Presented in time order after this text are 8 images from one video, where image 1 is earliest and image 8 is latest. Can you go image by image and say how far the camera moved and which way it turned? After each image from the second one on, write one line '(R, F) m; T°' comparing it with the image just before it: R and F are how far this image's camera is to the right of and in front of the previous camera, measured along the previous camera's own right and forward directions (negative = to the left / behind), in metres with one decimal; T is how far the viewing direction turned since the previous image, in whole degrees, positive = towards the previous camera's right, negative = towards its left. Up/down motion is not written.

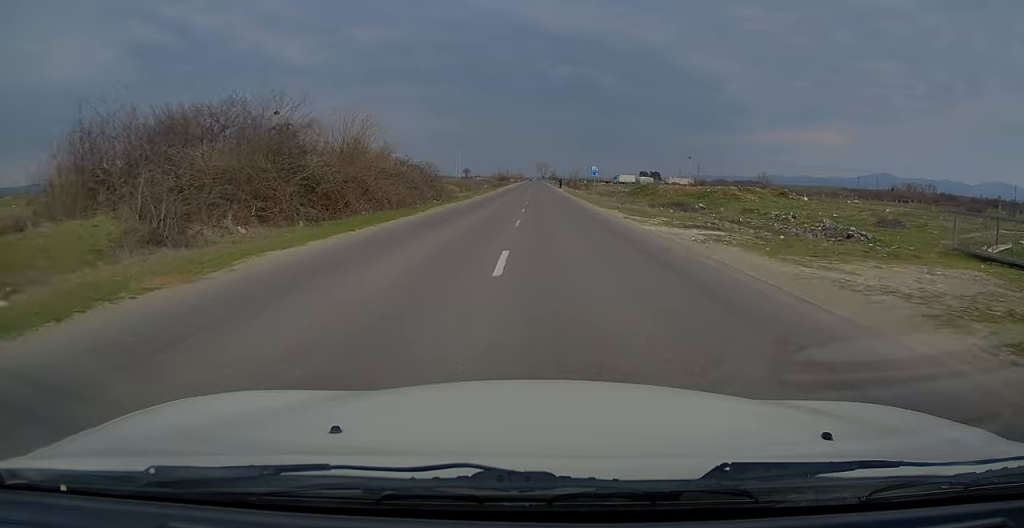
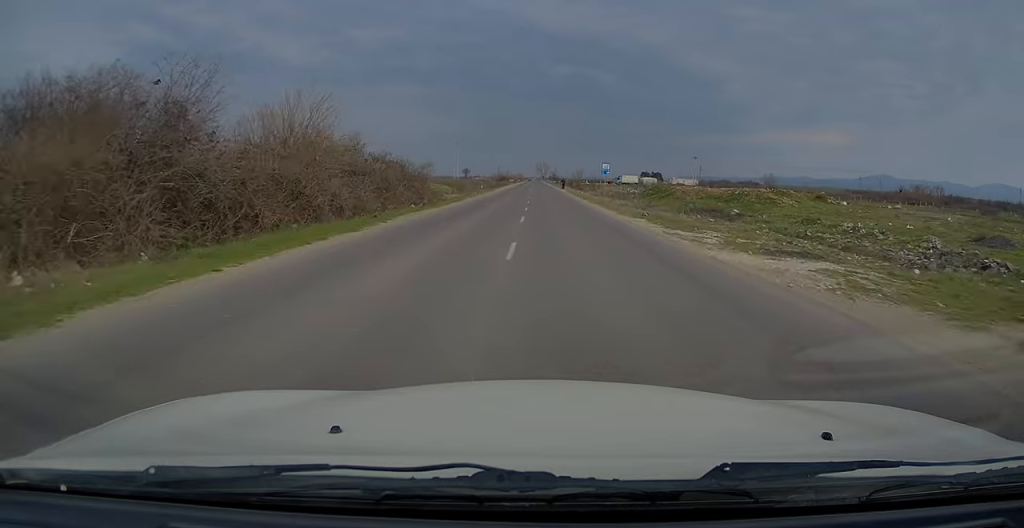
(-0.1, +7.4) m; 0°
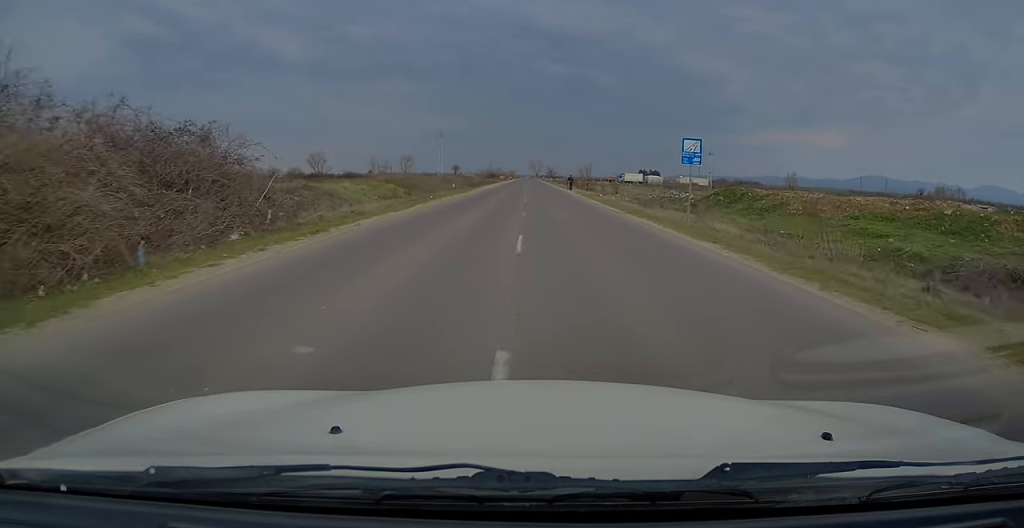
(+0.1, +26.1) m; 0°
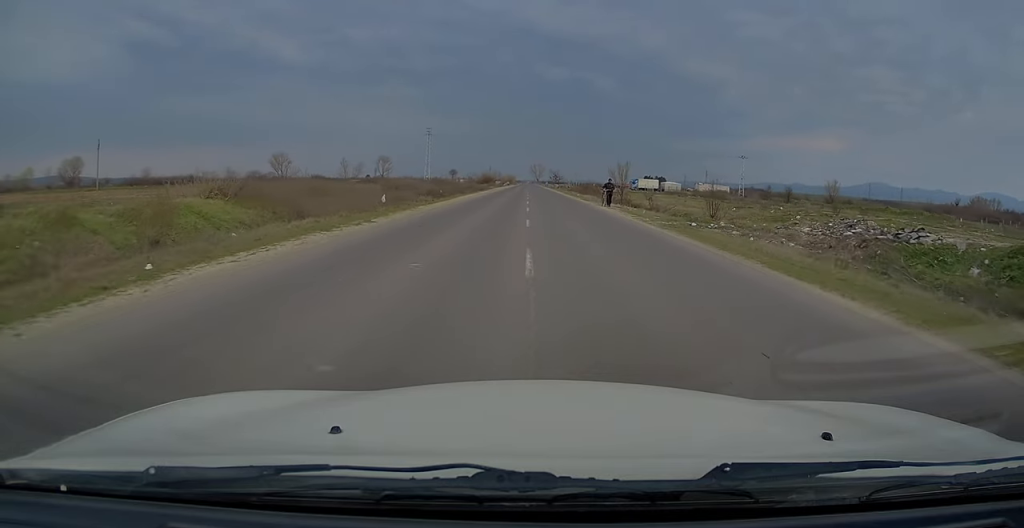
(+0.3, +29.9) m; +1°
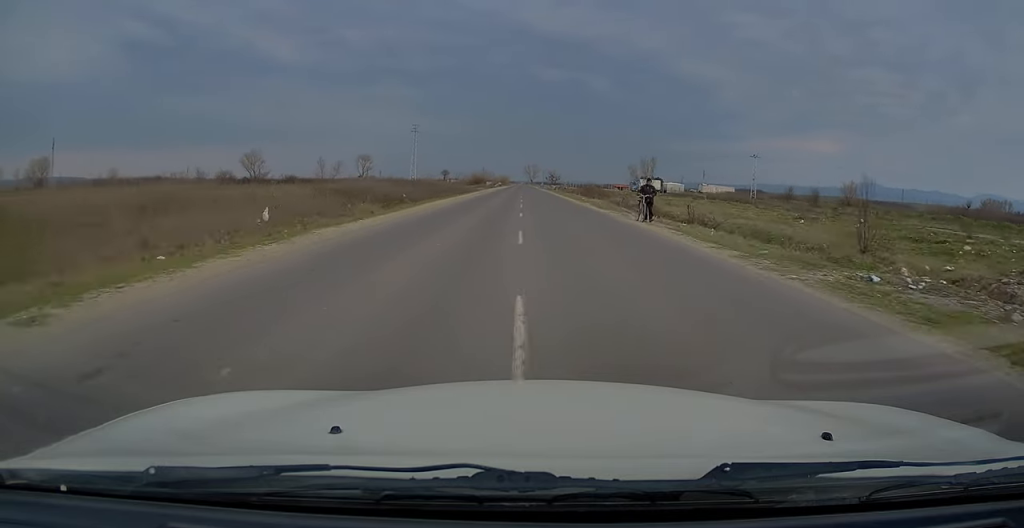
(0.0, +13.5) m; 0°
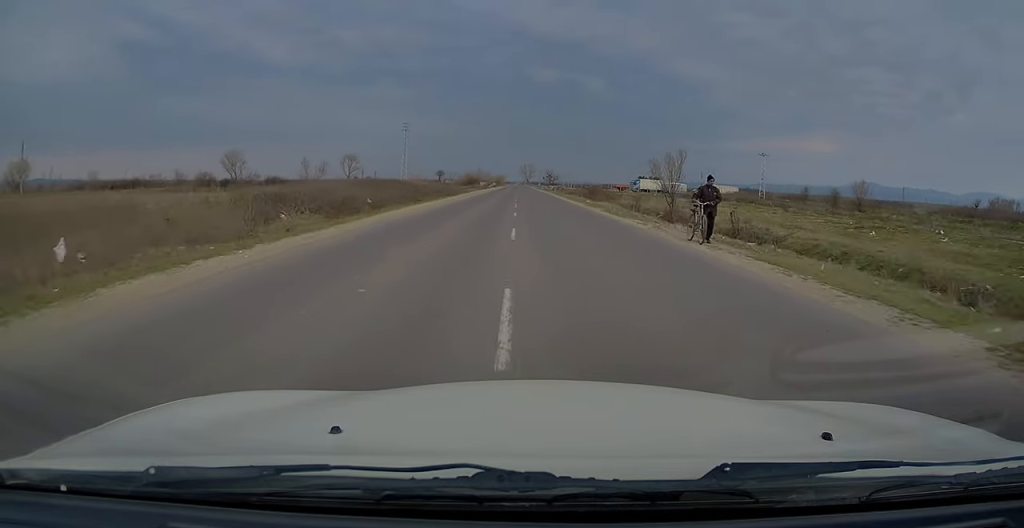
(0.0, +8.2) m; 0°
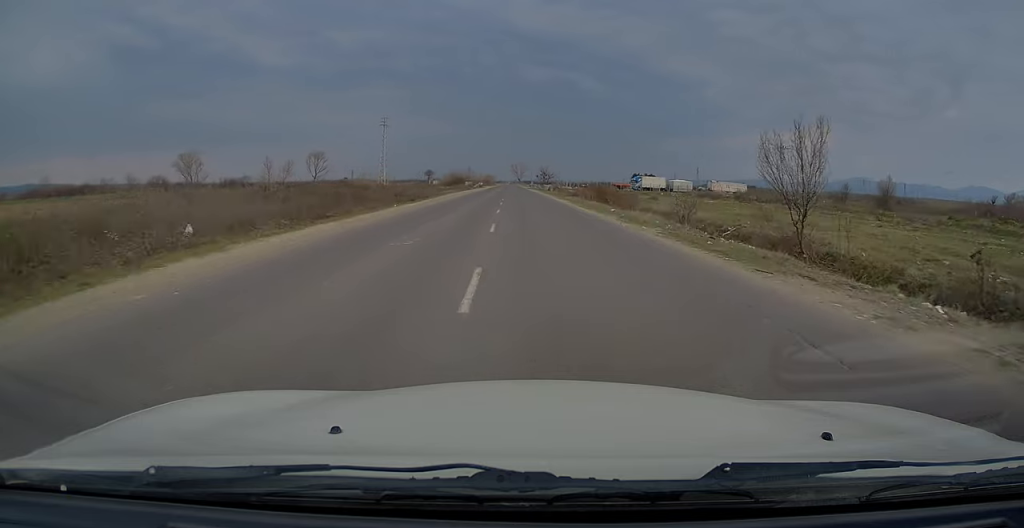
(0.0, +16.6) m; +1°
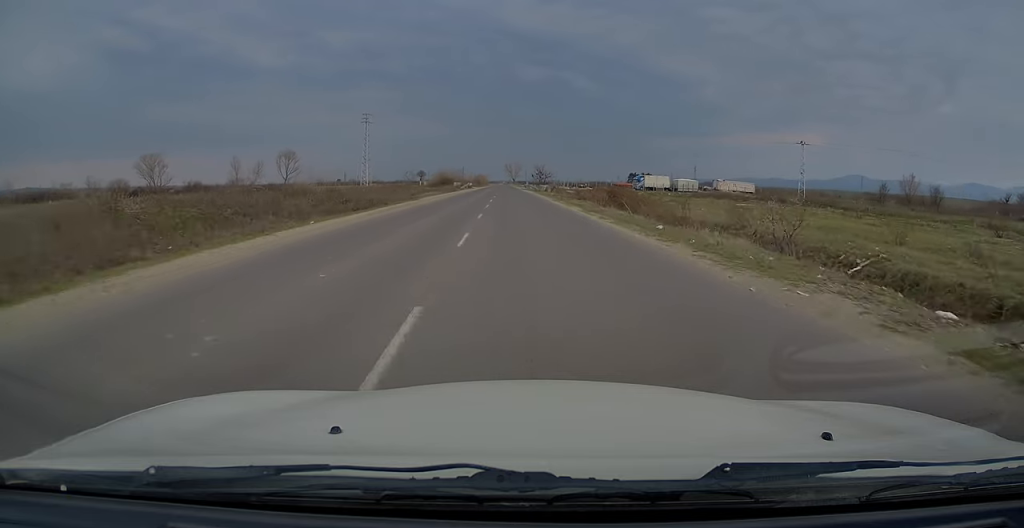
(+0.1, +12.0) m; 0°
